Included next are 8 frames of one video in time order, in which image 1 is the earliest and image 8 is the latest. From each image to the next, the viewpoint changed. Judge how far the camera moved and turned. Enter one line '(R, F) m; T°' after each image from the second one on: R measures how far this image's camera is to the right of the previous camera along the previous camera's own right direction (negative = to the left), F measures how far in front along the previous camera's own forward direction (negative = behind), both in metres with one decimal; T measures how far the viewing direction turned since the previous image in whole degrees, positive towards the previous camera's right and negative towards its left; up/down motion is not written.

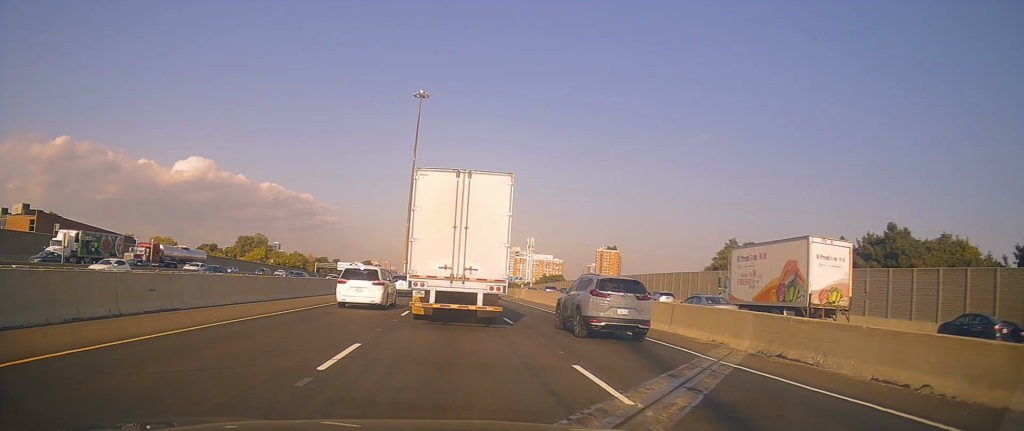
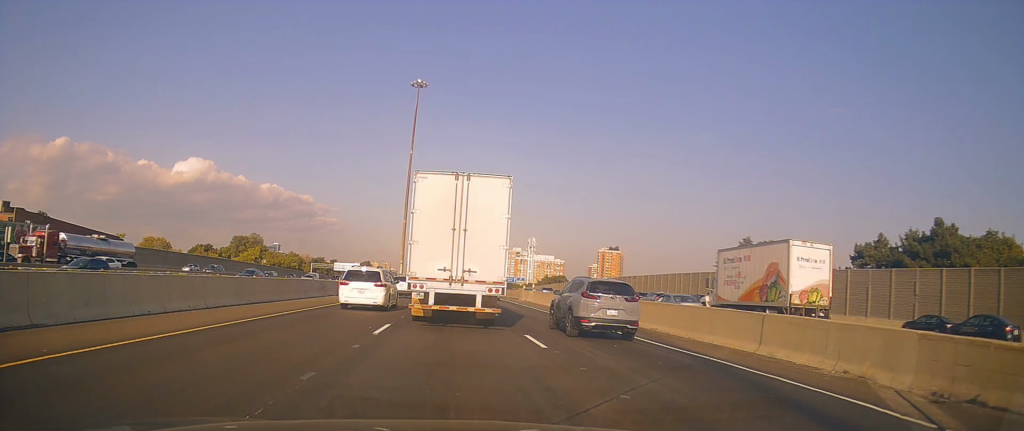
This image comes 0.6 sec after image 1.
(0.0, +6.6) m; 0°
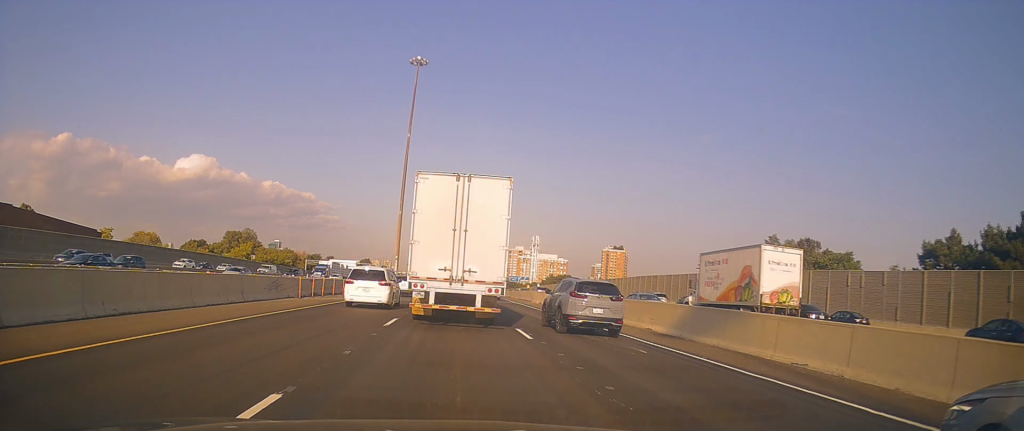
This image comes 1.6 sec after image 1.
(+0.2, +10.3) m; -3°
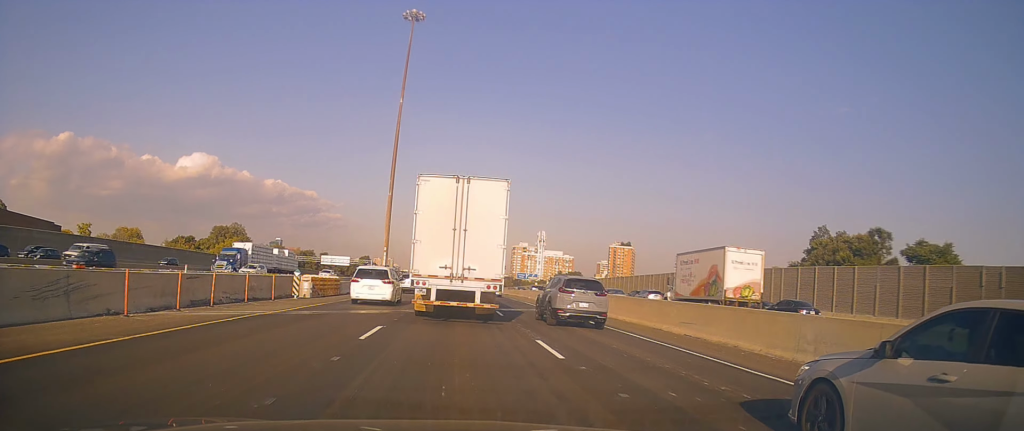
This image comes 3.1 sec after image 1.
(-1.2, +16.3) m; +1°
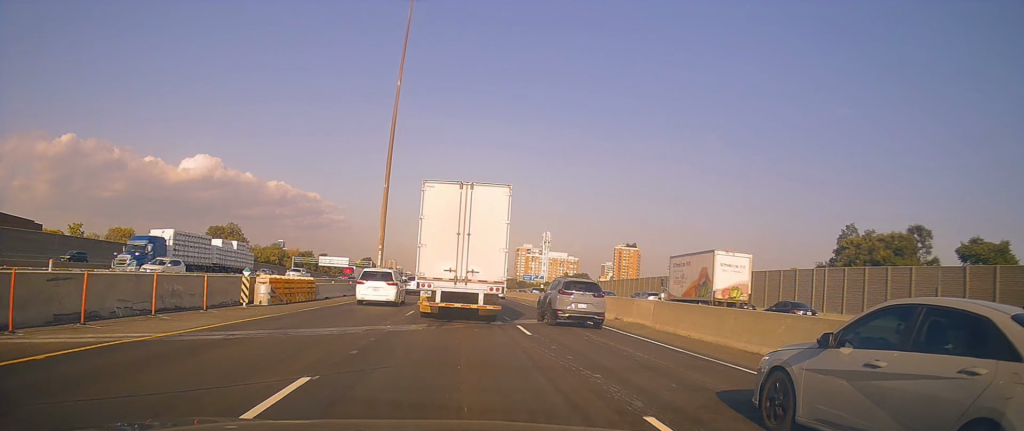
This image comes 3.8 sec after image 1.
(+0.5, +7.3) m; +2°
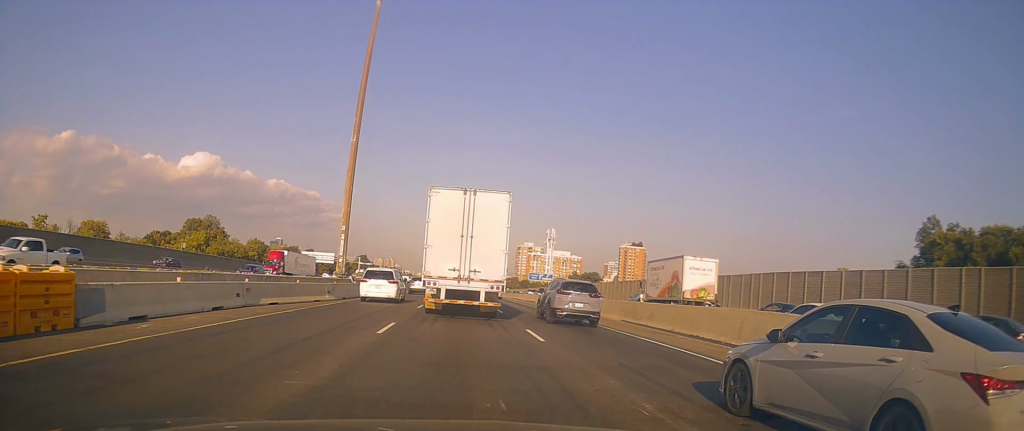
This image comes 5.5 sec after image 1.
(-0.6, +19.5) m; -4°
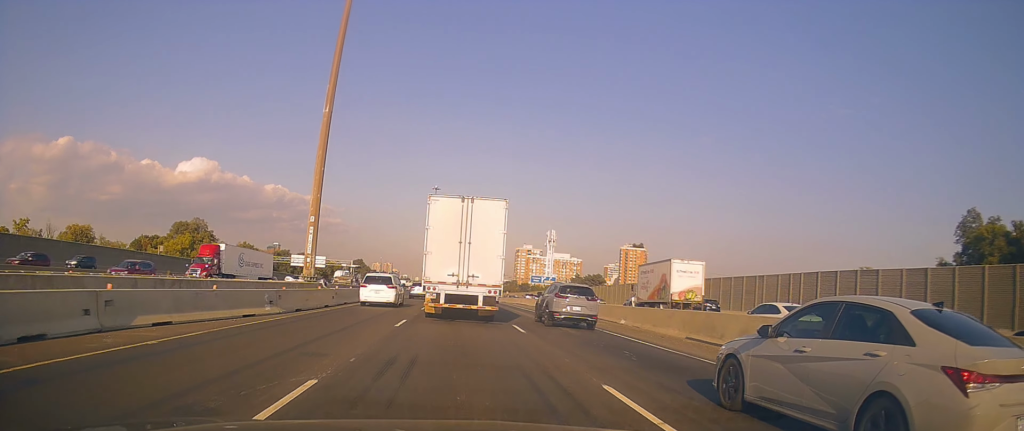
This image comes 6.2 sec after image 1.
(+0.3, +8.6) m; +2°
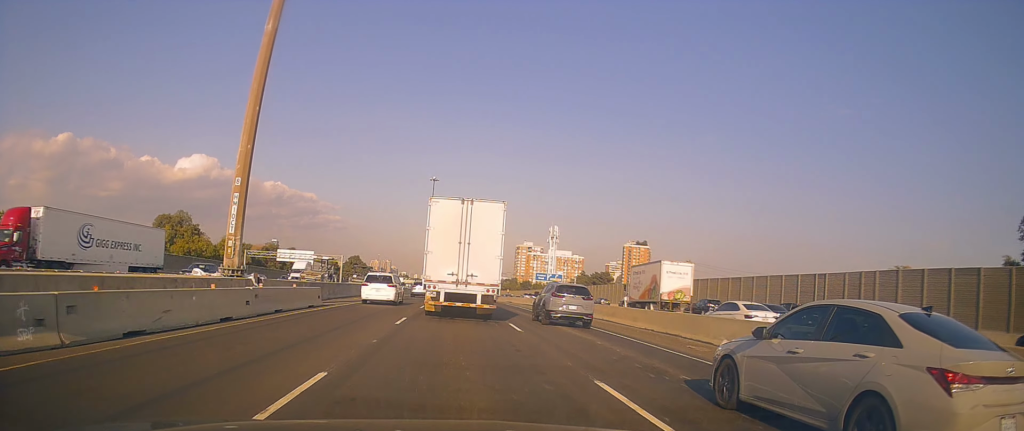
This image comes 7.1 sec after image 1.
(+0.1, +11.8) m; +1°
